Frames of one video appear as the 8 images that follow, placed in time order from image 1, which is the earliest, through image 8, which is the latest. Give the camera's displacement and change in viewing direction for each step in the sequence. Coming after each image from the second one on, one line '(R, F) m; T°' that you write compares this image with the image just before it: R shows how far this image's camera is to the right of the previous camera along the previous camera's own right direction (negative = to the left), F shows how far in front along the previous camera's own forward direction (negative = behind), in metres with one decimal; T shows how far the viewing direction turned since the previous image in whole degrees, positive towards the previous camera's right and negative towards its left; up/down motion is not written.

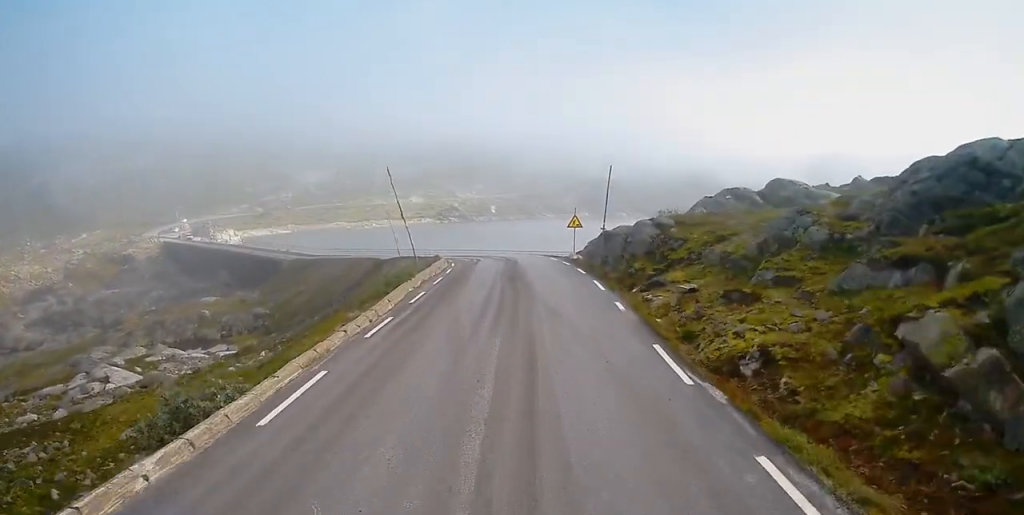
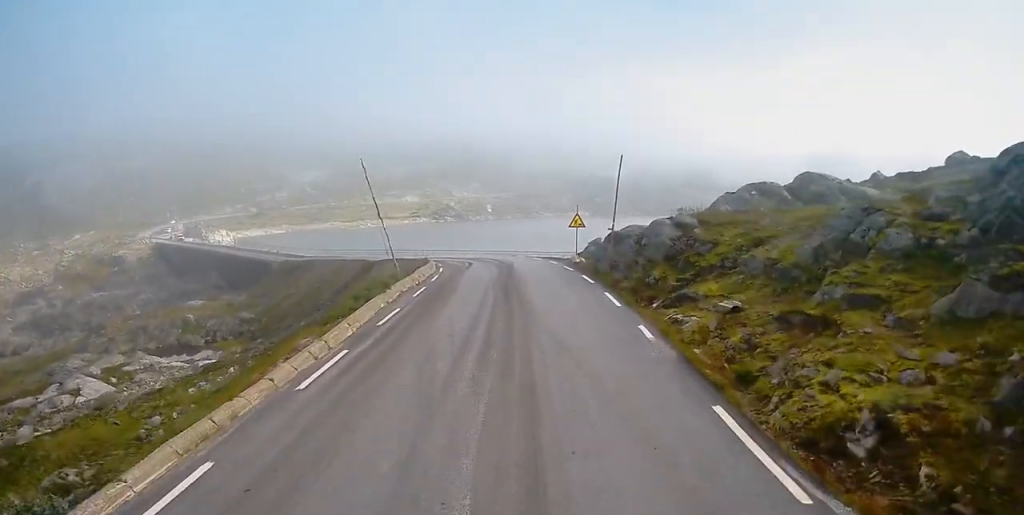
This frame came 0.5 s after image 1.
(0.0, +4.2) m; +1°
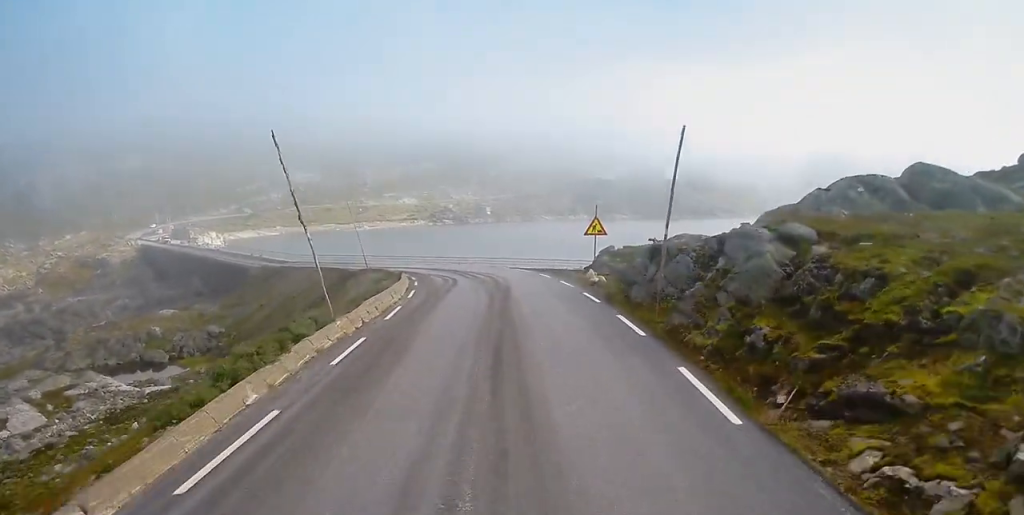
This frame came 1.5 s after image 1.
(+0.1, +9.5) m; +1°
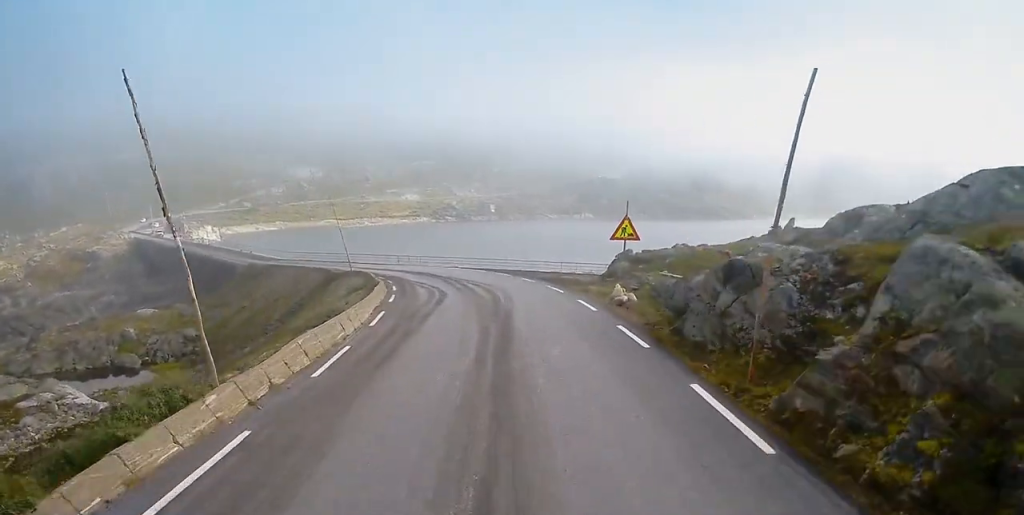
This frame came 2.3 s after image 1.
(0.0, +6.8) m; 0°
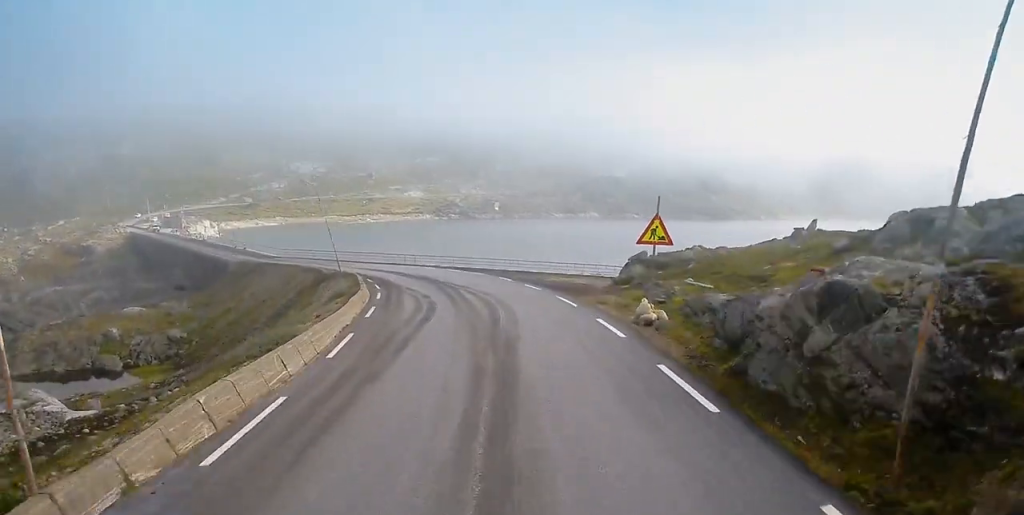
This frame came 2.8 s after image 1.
(0.0, +4.2) m; -1°
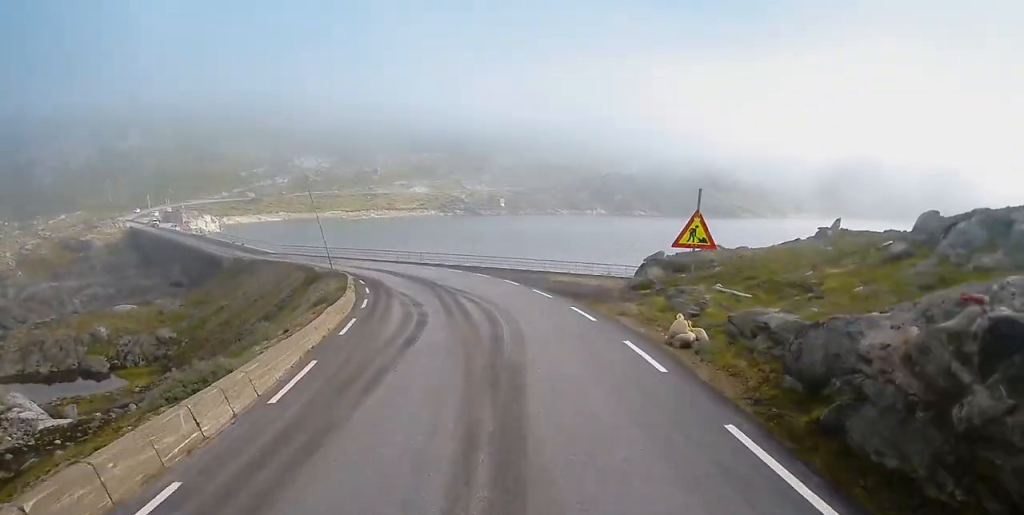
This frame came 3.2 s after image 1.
(+0.1, +3.5) m; -1°
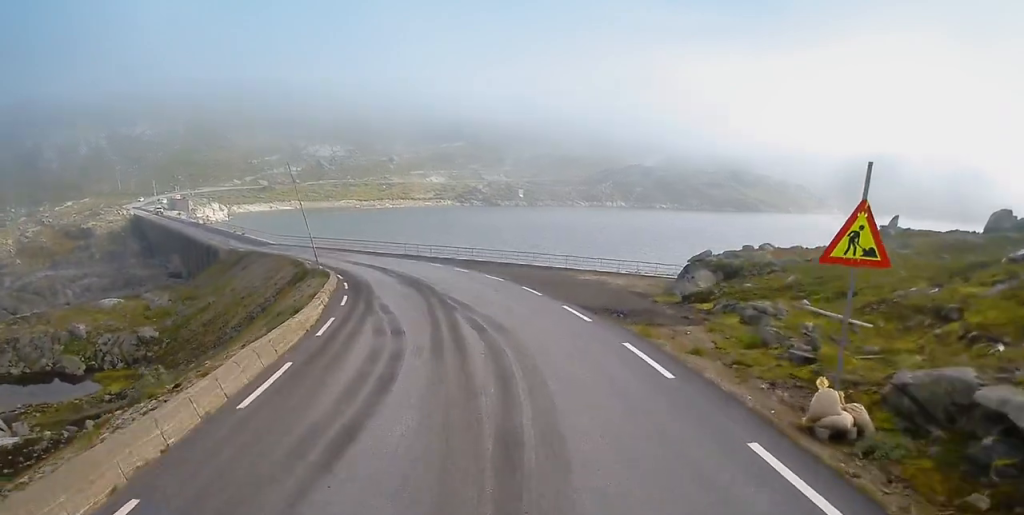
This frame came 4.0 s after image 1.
(-0.2, +6.7) m; -2°
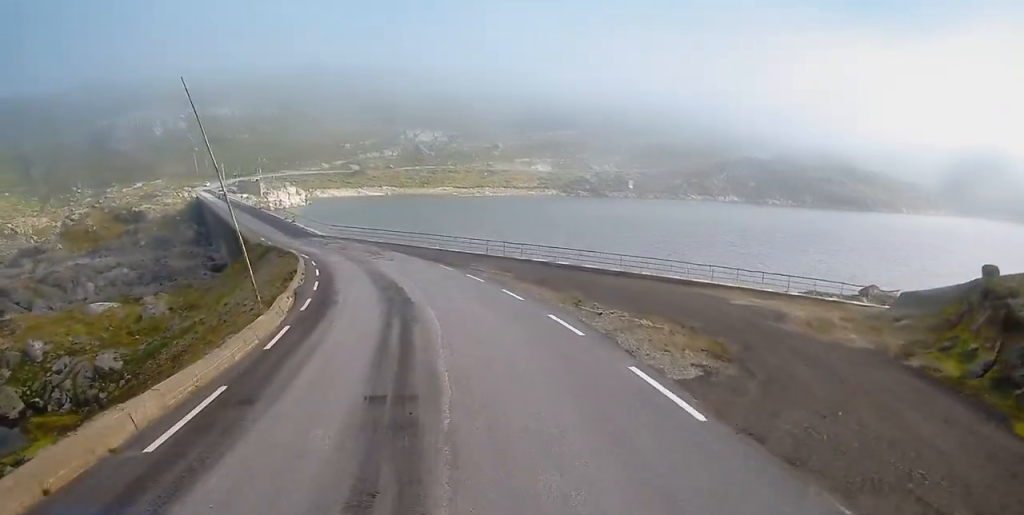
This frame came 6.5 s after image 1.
(-1.3, +19.7) m; -9°
